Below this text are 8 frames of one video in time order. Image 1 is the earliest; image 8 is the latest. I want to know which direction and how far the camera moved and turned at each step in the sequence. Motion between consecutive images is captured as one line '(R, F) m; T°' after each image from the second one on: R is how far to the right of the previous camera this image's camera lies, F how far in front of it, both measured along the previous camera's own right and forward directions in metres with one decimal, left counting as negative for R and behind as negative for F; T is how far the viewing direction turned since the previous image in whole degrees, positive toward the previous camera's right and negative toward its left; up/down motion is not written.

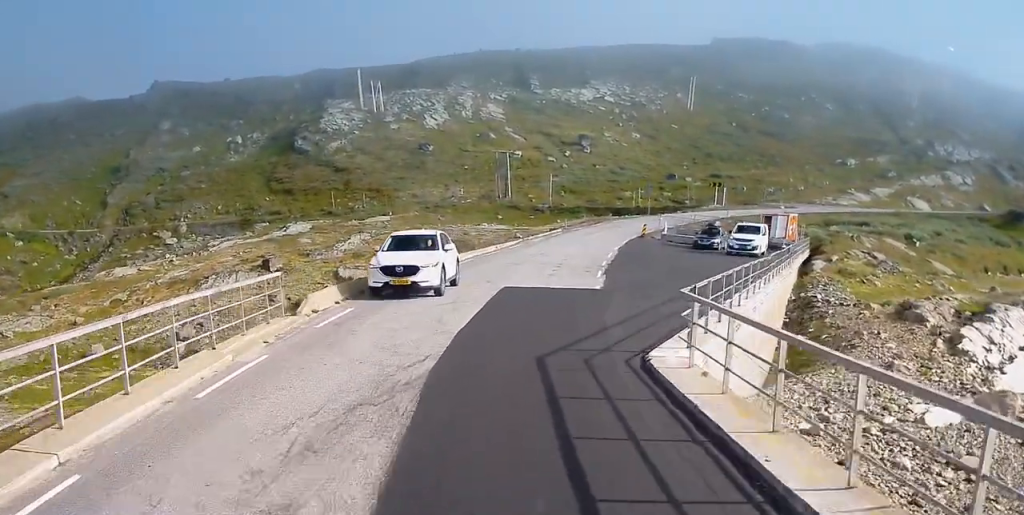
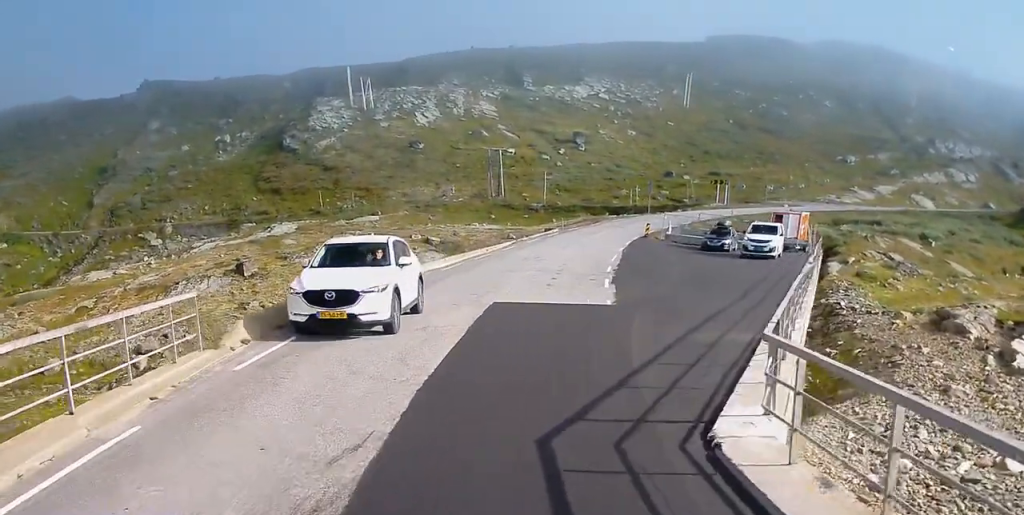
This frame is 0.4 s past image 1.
(-0.3, +4.3) m; +3°
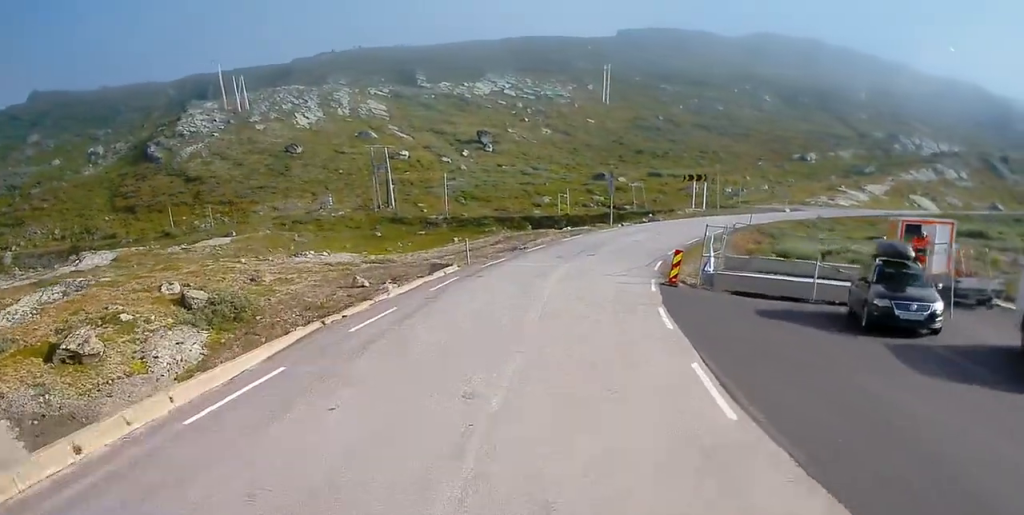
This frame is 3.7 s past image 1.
(+4.4, +31.6) m; +8°
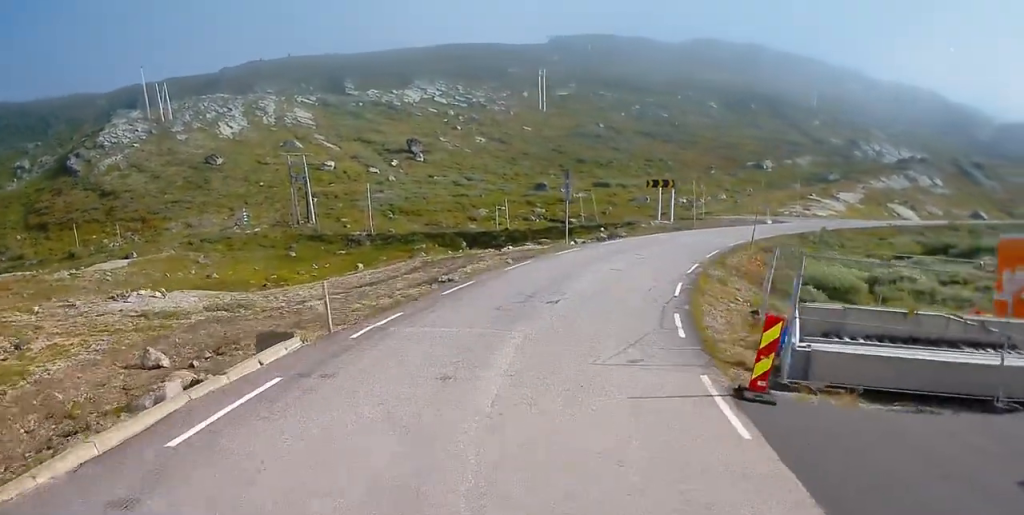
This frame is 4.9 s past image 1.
(0.0, +12.3) m; 0°
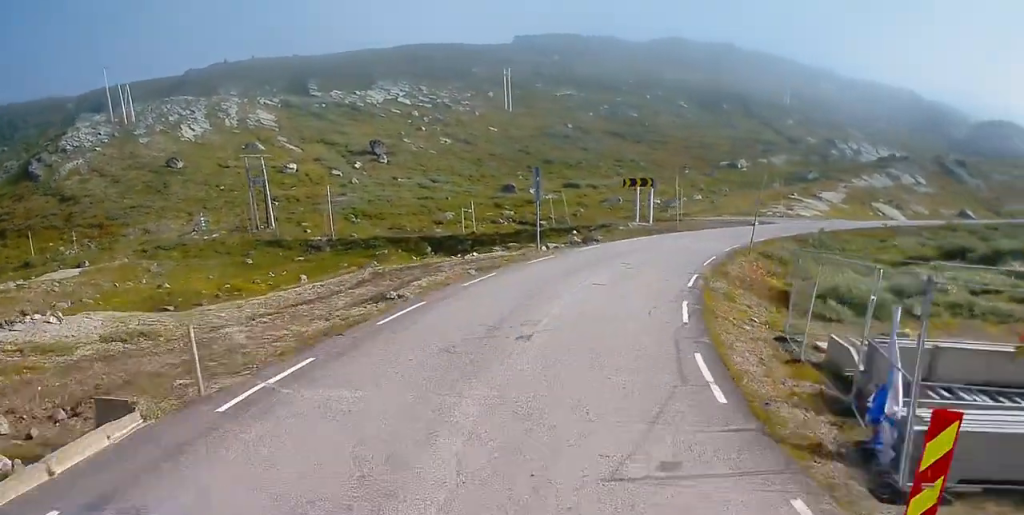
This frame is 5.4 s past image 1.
(0.0, +4.6) m; 0°
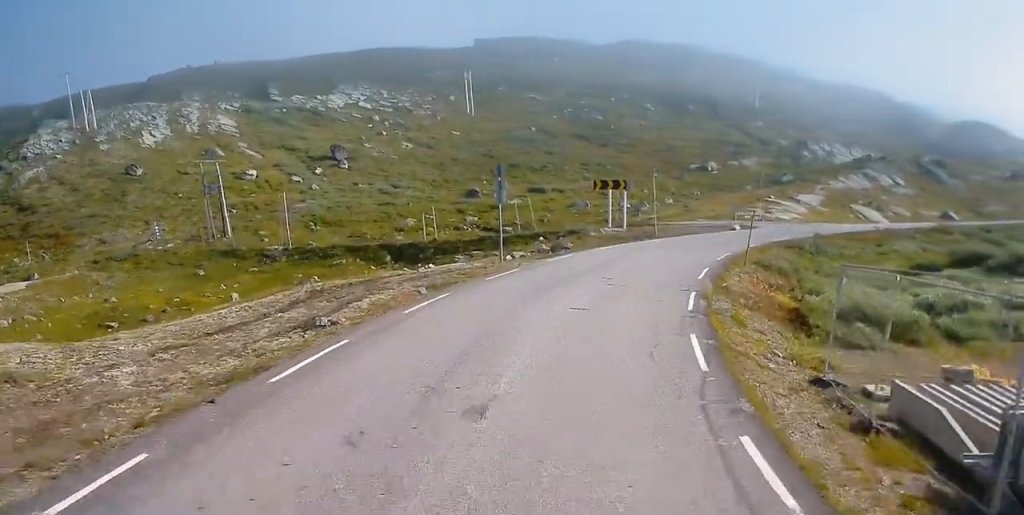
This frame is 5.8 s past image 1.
(0.0, +4.3) m; 0°
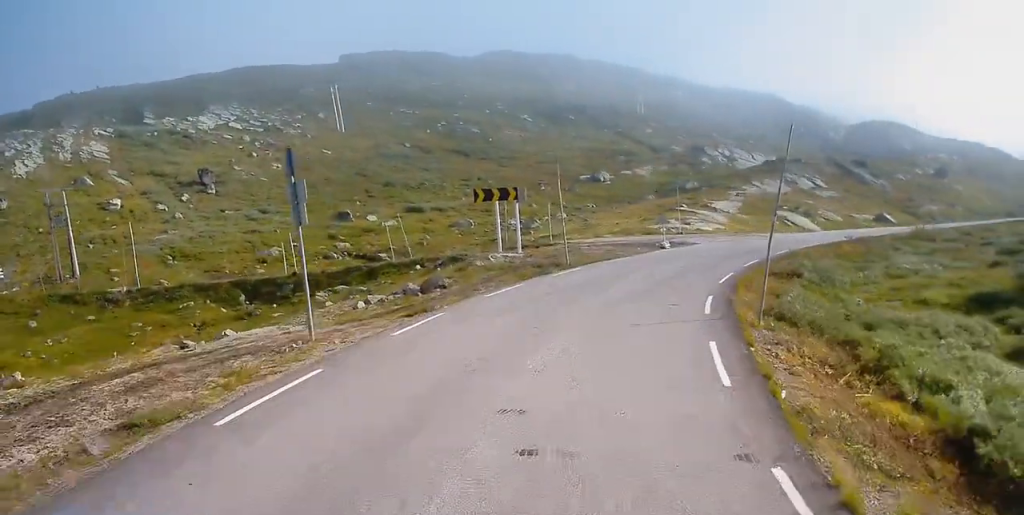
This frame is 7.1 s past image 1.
(0.0, +13.1) m; 0°
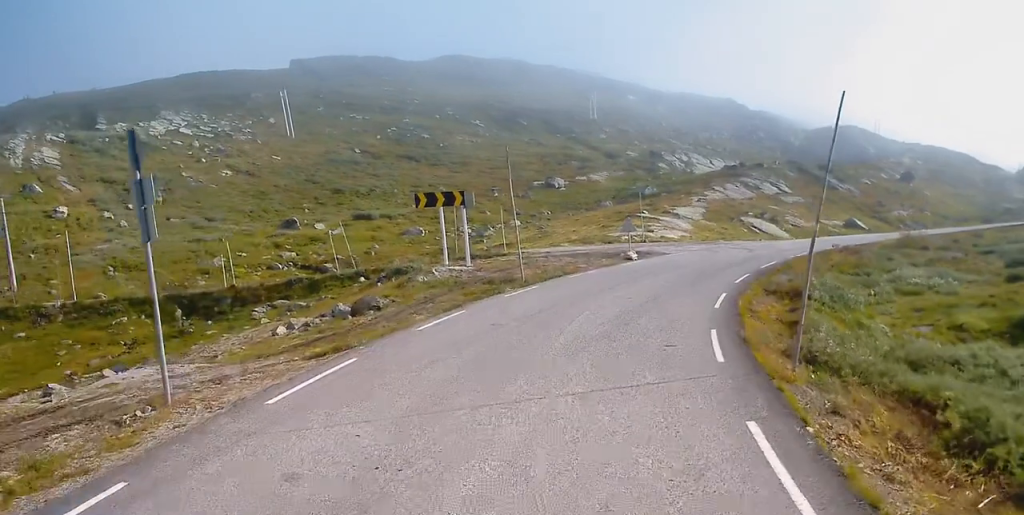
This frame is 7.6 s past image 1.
(0.0, +4.6) m; 0°
